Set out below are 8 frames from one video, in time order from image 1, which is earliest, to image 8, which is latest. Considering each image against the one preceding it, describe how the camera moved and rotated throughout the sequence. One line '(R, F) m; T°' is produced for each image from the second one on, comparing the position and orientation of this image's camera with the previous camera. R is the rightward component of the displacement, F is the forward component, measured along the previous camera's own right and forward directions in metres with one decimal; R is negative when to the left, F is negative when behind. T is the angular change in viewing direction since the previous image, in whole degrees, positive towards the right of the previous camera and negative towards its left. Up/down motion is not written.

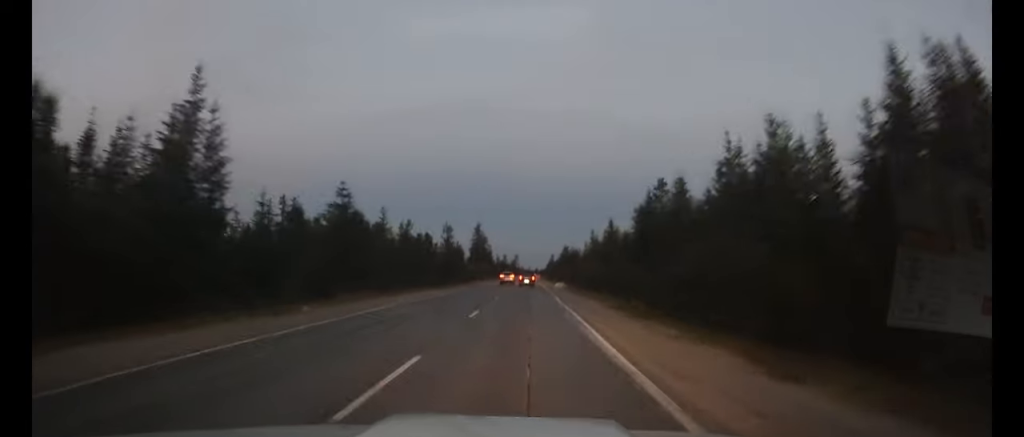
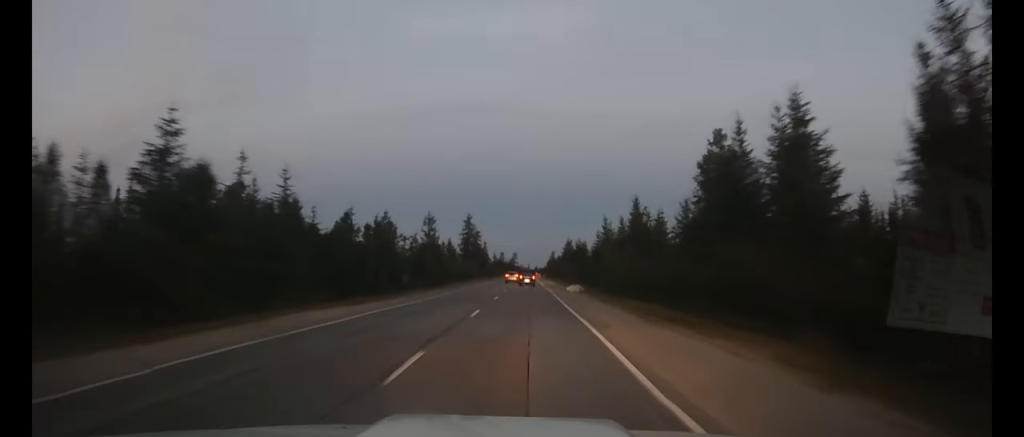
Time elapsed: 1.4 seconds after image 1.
(+0.1, +22.9) m; 0°
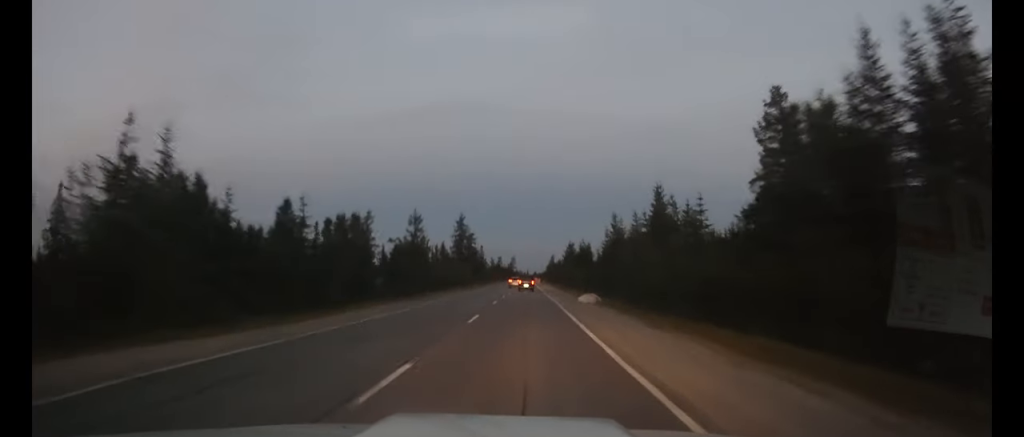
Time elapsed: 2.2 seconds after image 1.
(0.0, +12.5) m; 0°
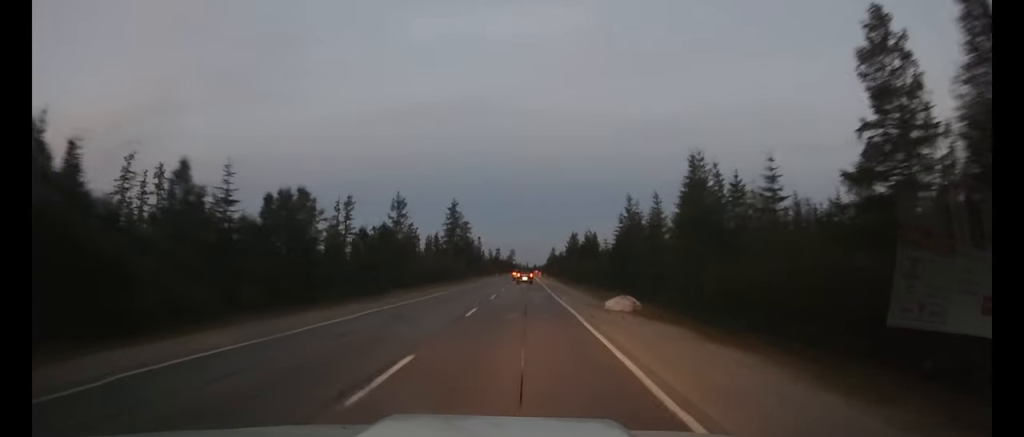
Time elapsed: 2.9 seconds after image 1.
(0.0, +12.4) m; 0°
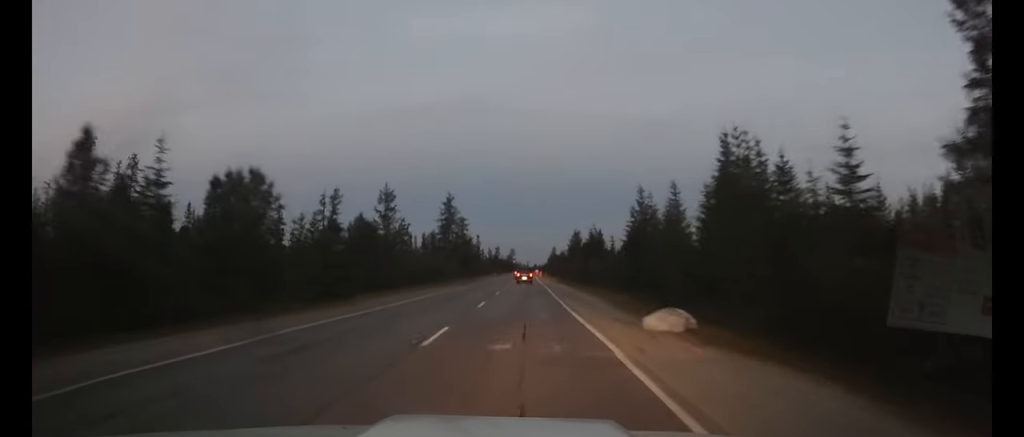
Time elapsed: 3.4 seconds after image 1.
(0.0, +7.5) m; 0°
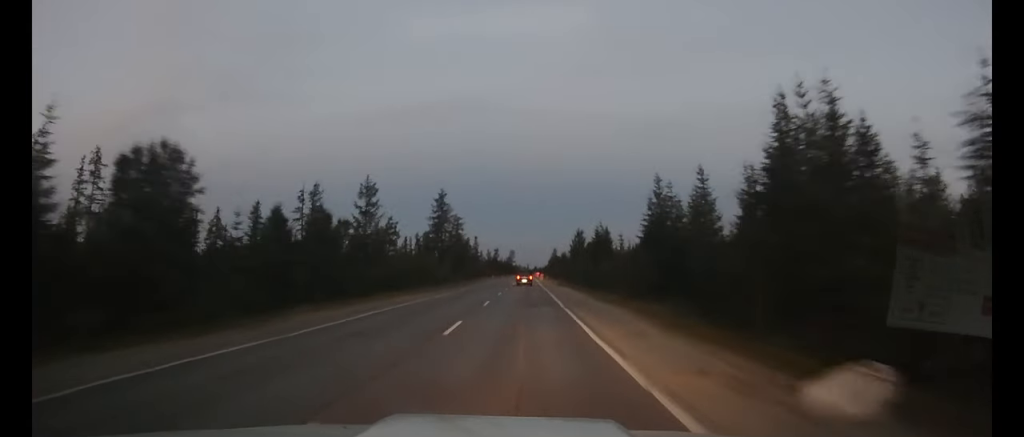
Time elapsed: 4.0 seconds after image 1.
(0.0, +9.1) m; 0°
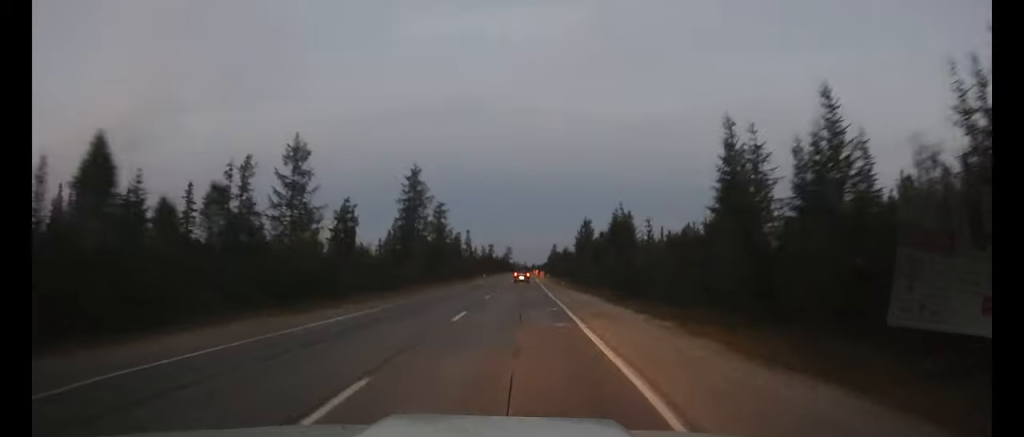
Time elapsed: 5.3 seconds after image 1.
(0.0, +21.9) m; 0°
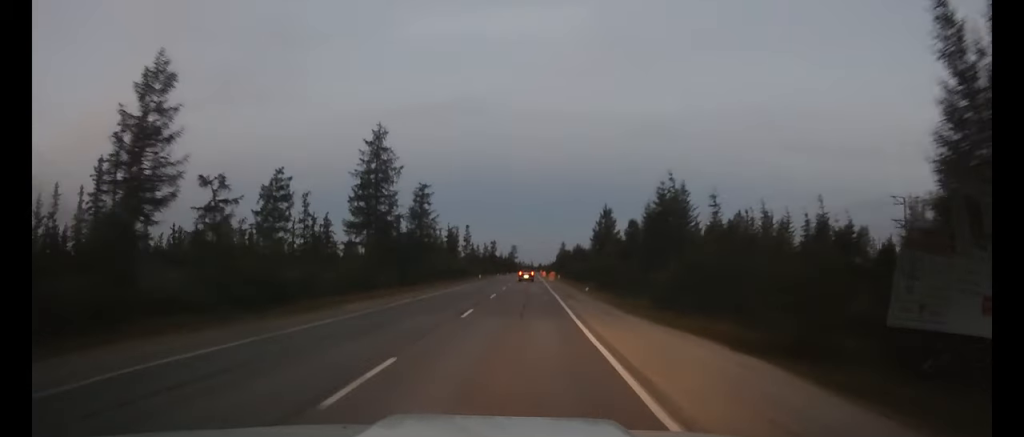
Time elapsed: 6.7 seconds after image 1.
(0.0, +22.2) m; 0°
